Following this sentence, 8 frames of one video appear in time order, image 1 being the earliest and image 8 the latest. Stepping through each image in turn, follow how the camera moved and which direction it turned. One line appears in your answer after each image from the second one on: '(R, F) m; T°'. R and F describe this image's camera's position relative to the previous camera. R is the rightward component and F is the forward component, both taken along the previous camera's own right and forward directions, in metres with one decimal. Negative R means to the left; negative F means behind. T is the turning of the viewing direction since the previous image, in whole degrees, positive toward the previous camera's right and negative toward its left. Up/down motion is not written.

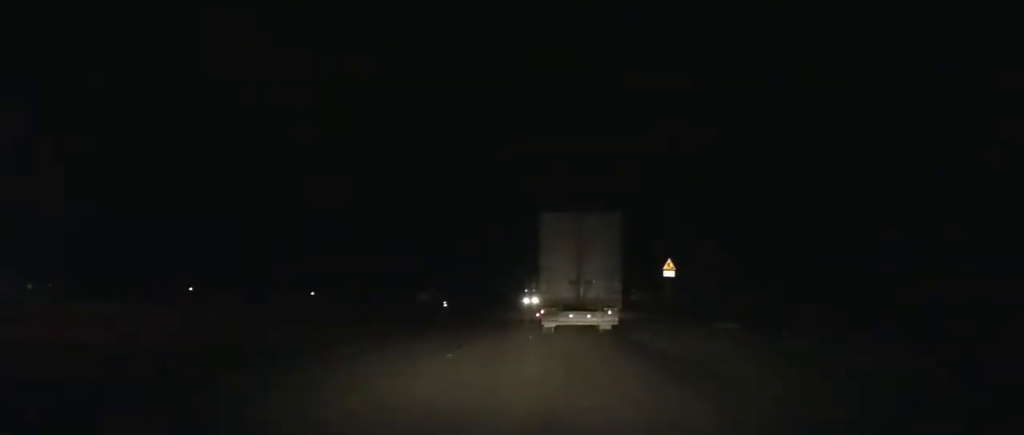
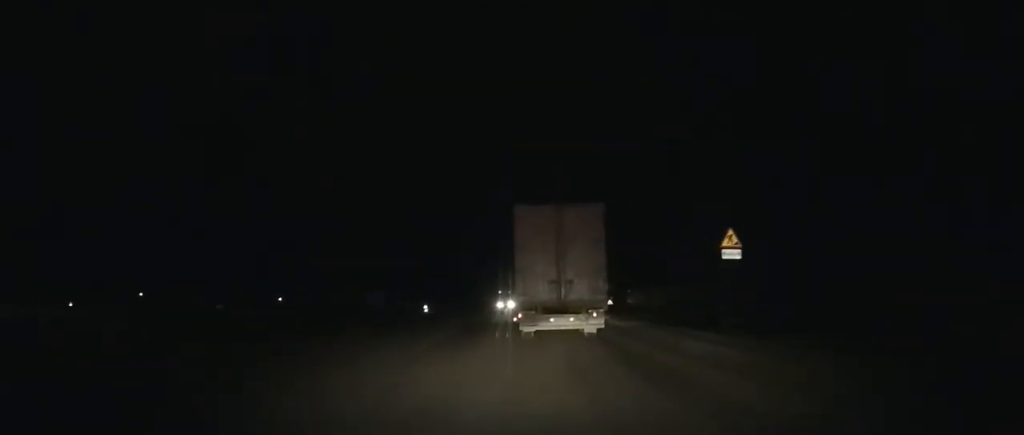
(0.0, +19.1) m; 0°
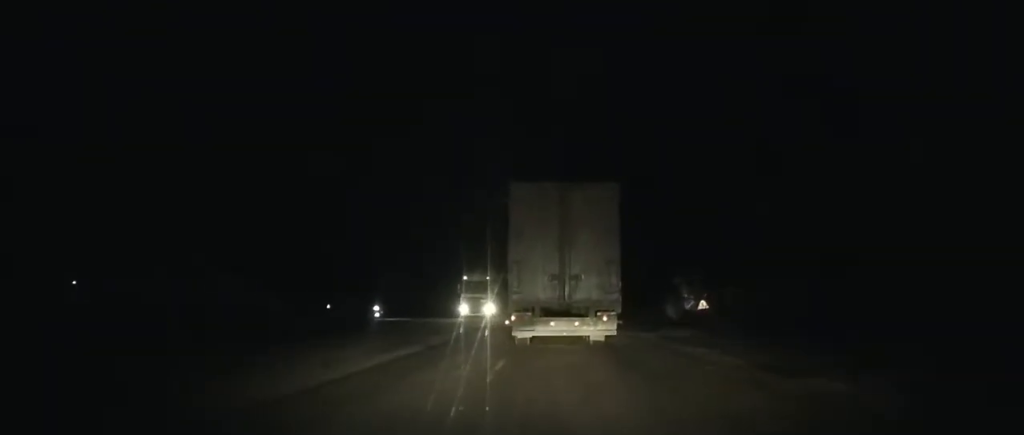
(-0.8, +41.2) m; -3°
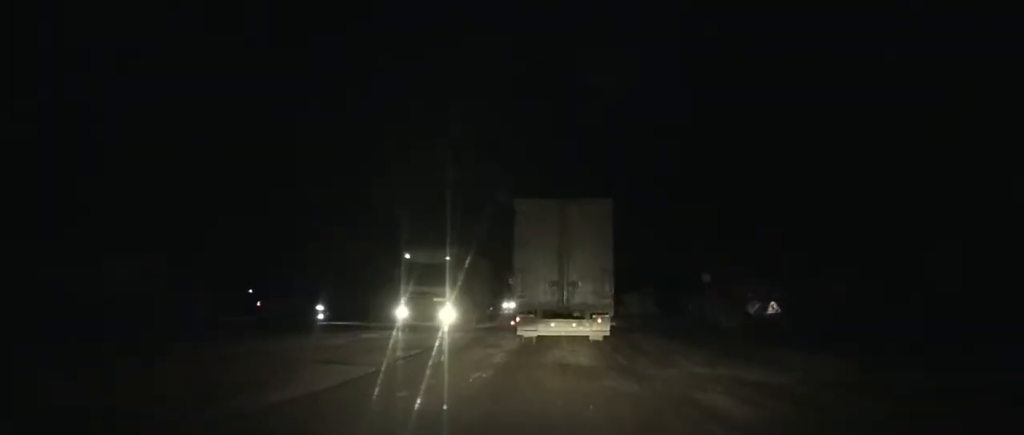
(-0.1, +14.3) m; +1°
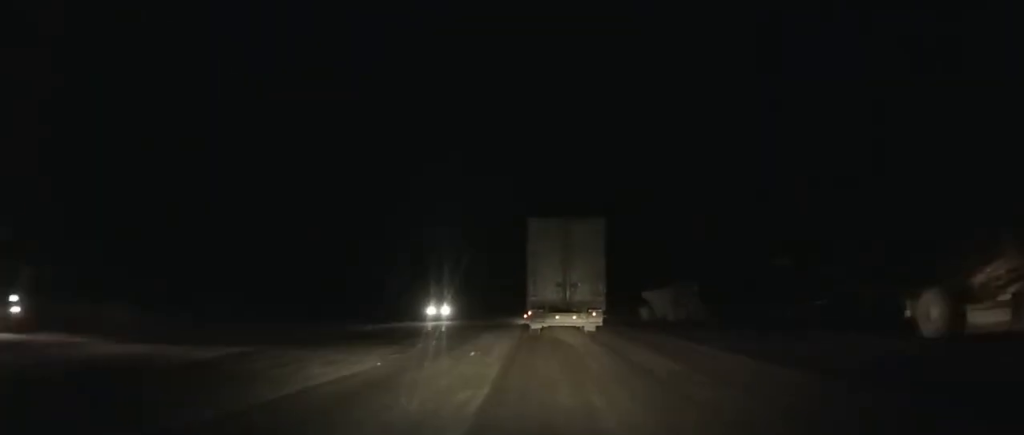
(+0.6, +26.6) m; +3°
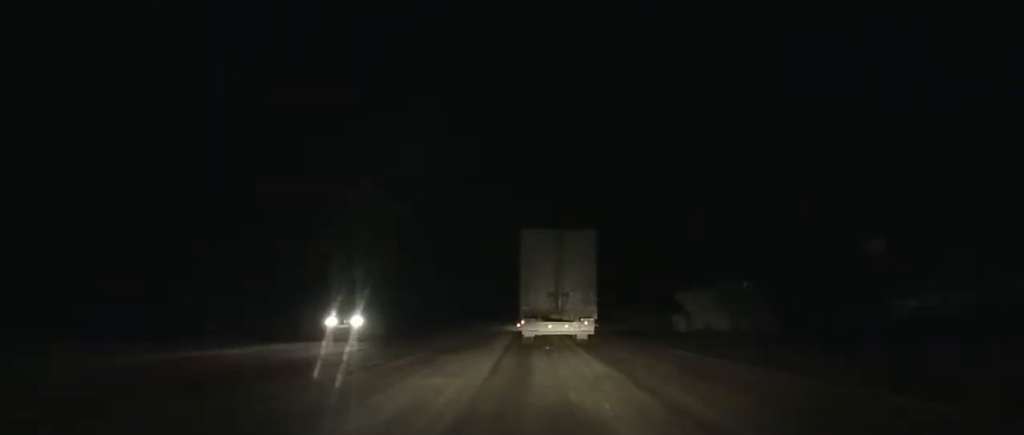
(+0.1, +12.3) m; 0°
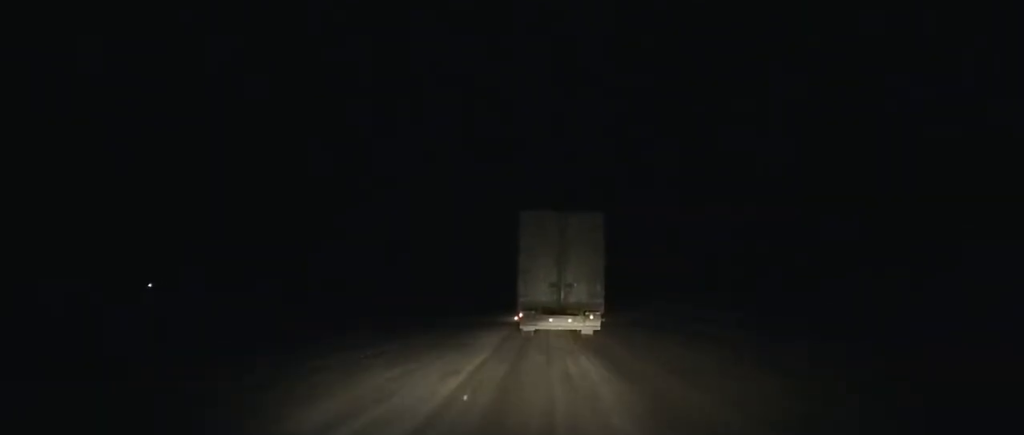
(-0.1, +34.0) m; -1°
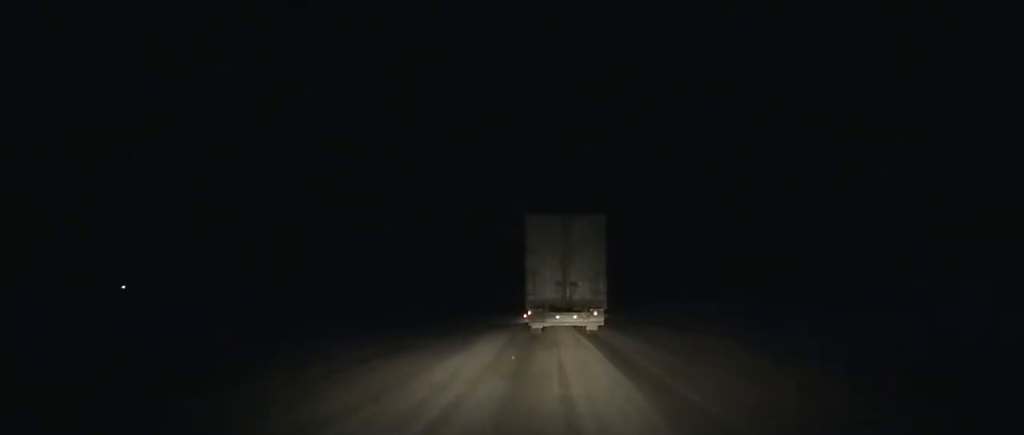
(-0.1, +19.0) m; 0°
